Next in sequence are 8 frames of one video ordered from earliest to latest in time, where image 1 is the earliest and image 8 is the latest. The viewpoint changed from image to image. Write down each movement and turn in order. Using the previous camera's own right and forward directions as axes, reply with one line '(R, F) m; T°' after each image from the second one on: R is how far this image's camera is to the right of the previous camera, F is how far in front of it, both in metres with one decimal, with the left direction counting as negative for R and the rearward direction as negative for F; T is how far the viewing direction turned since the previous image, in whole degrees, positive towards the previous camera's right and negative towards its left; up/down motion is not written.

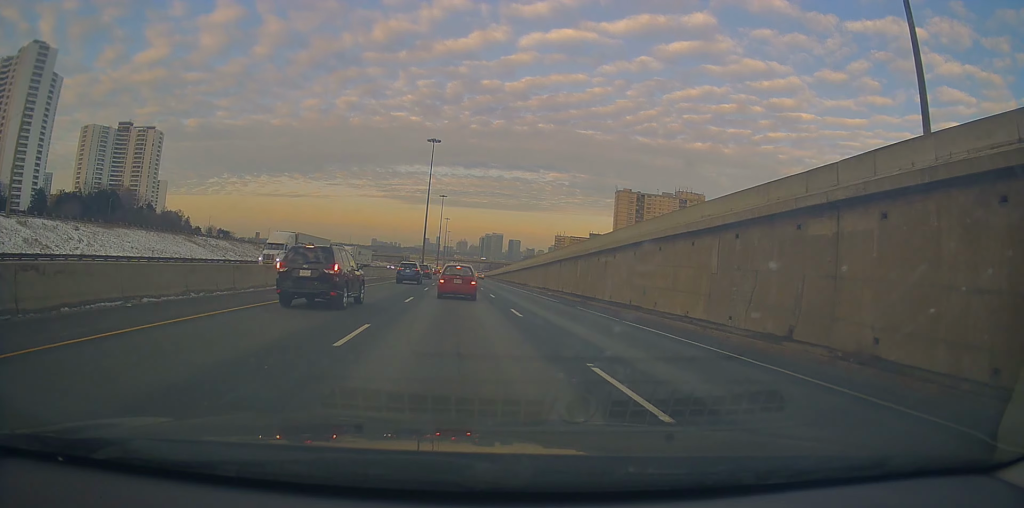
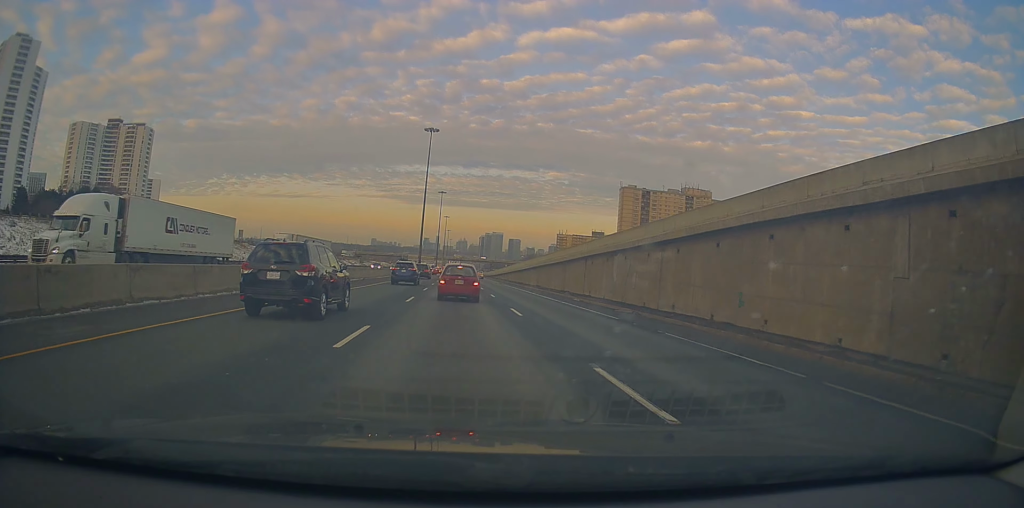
(-0.4, +13.2) m; 0°
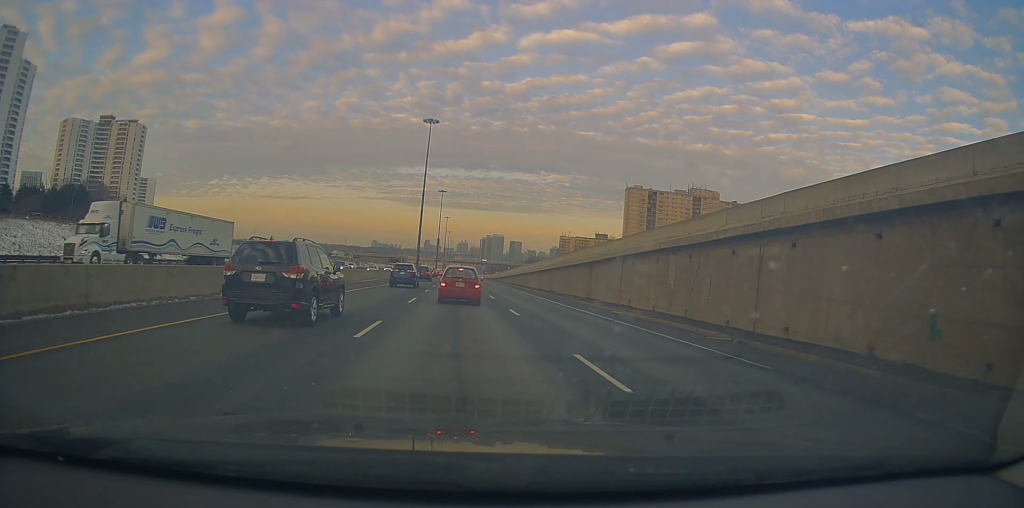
(+0.4, +11.5) m; +4°
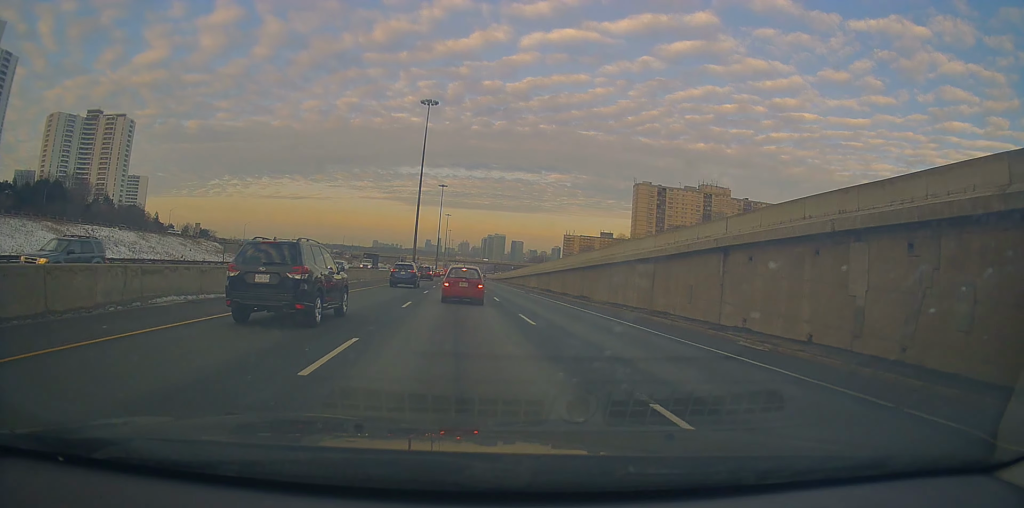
(+0.3, +14.8) m; -2°
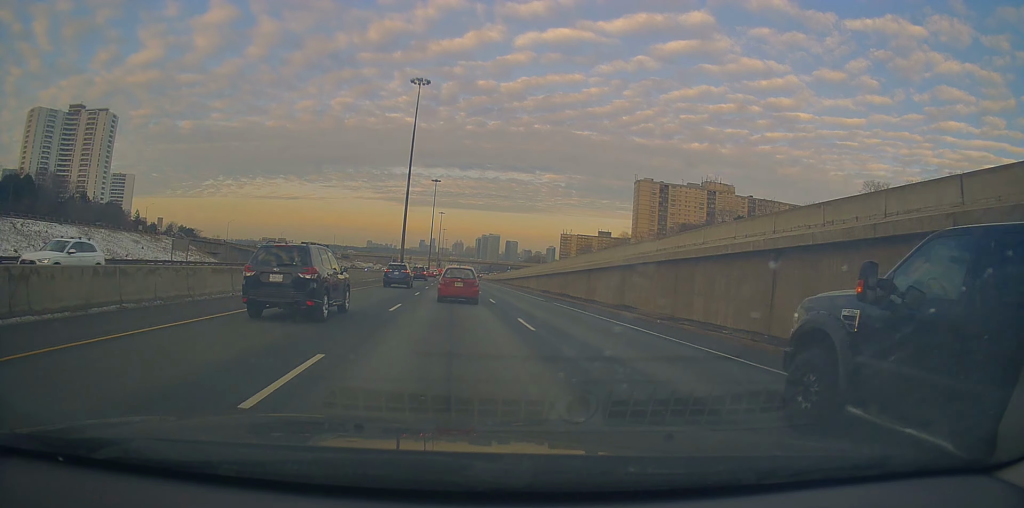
(-0.7, +12.9) m; -3°
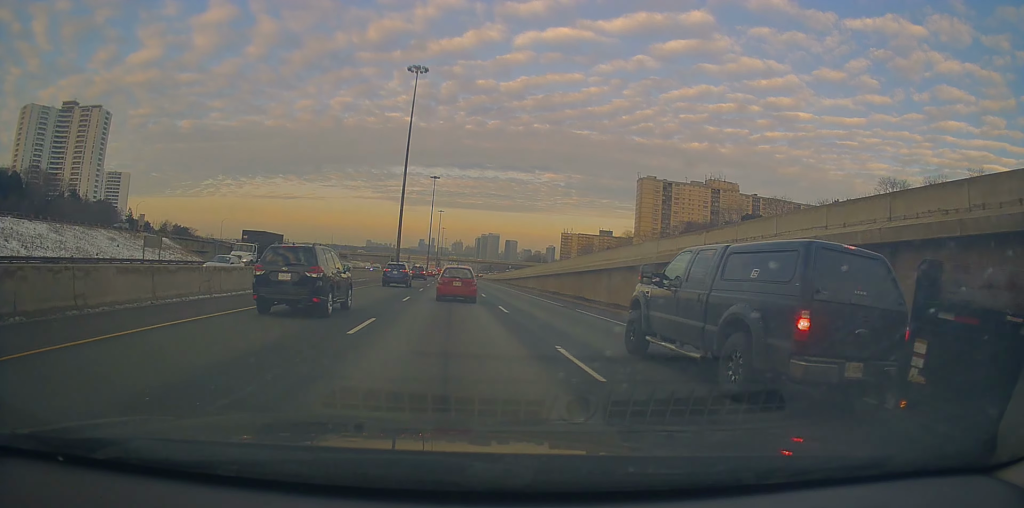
(0.0, +6.2) m; 0°
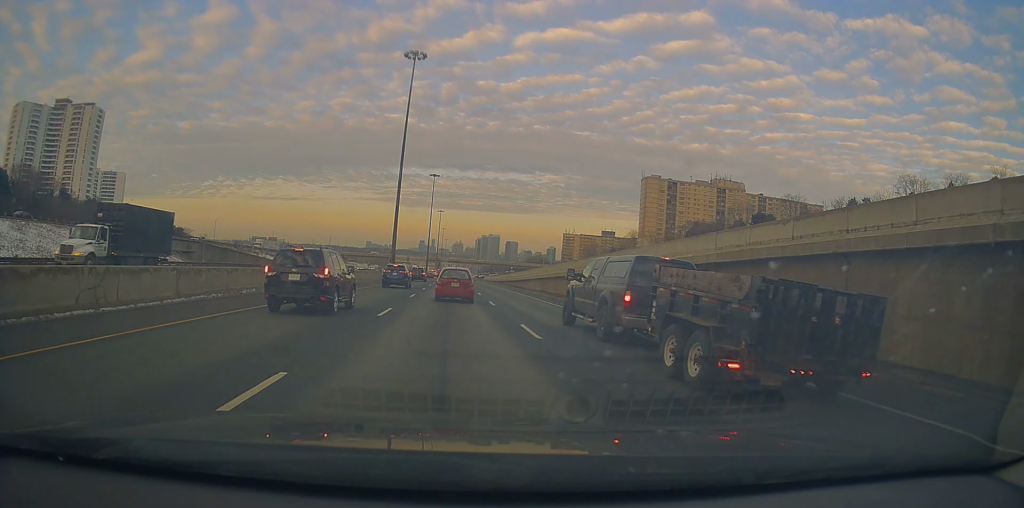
(0.0, +7.3) m; 0°
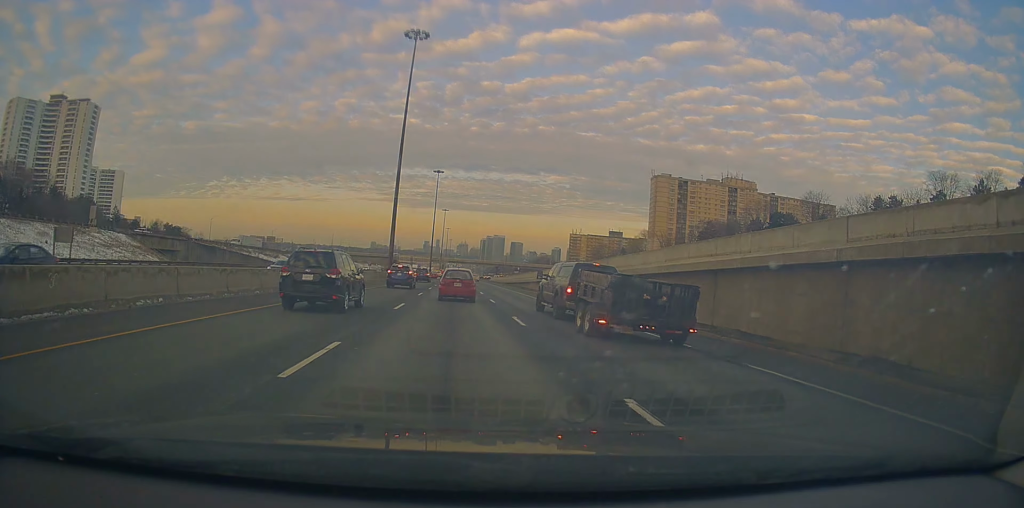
(0.0, +8.8) m; 0°
